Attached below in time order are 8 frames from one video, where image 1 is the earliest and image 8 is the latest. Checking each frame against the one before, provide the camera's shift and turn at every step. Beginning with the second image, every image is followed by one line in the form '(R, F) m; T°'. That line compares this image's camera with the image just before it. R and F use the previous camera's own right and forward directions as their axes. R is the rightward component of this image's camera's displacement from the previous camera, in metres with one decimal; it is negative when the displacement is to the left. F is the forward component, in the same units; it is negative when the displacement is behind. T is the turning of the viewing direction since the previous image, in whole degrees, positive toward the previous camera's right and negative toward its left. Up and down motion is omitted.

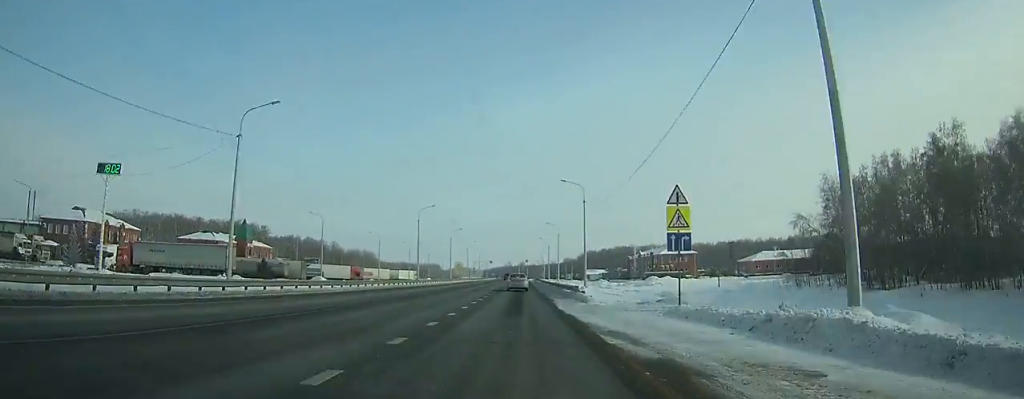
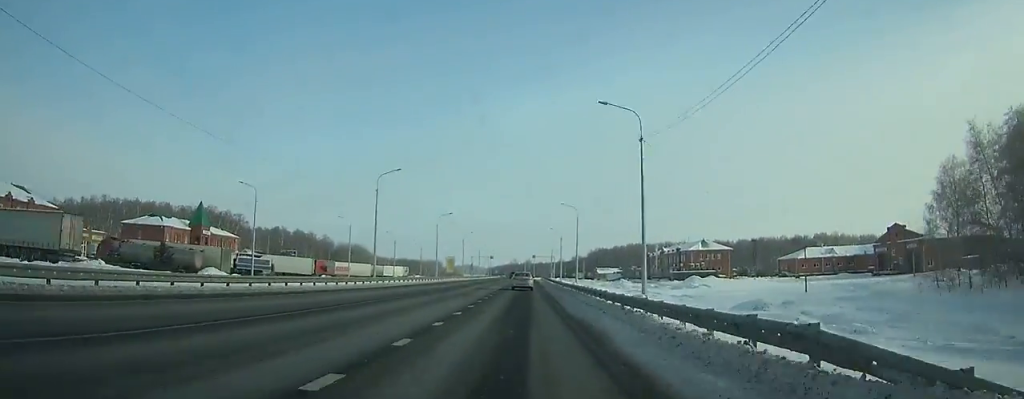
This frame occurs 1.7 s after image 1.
(-0.1, +26.4) m; 0°
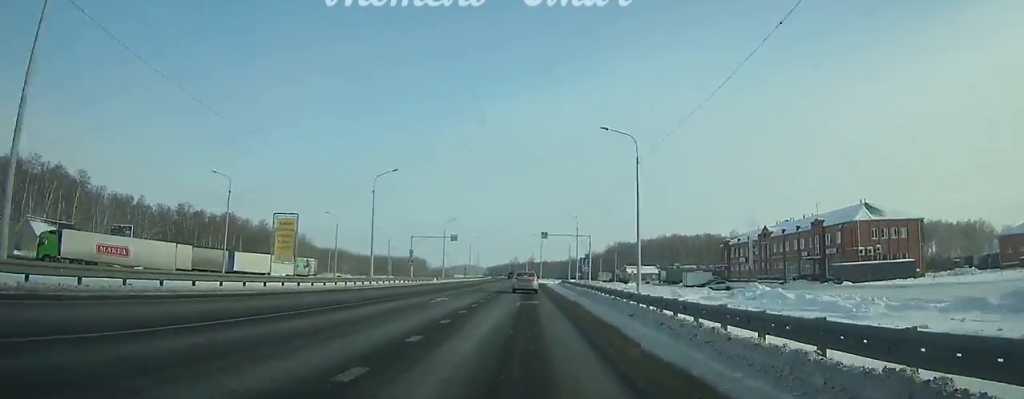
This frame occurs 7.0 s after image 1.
(-0.2, +74.2) m; 0°
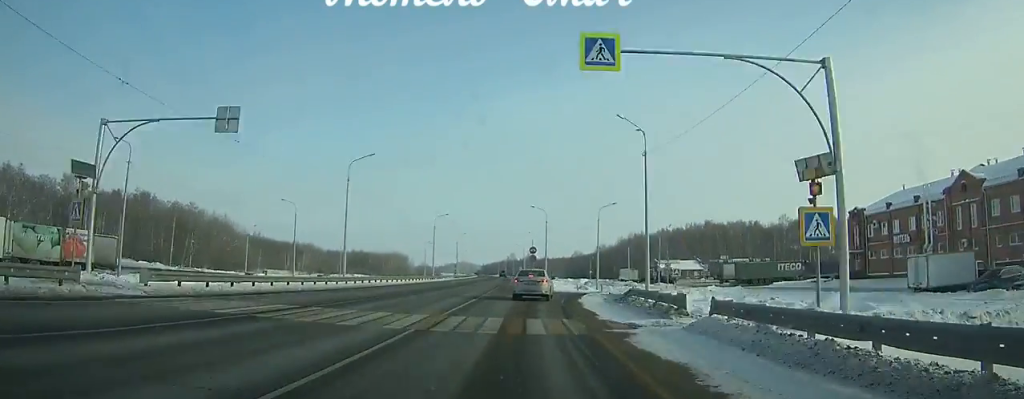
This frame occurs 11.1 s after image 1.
(+0.2, +48.8) m; +3°
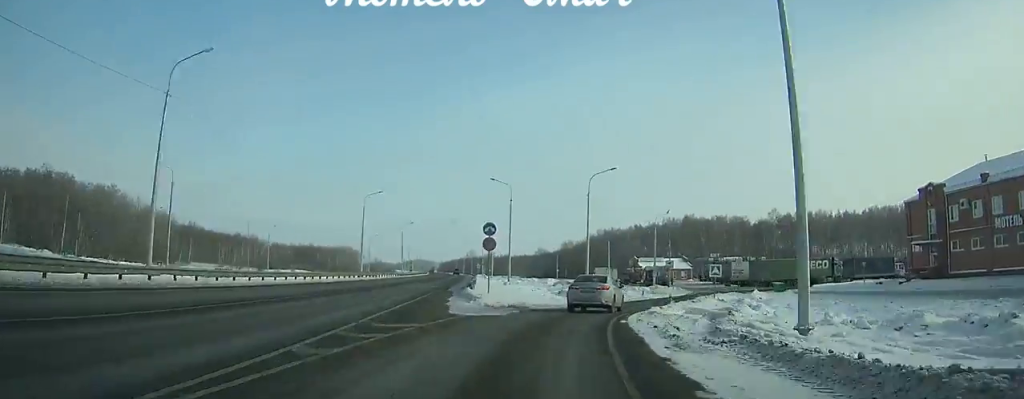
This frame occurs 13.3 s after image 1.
(+0.6, +22.4) m; +6°
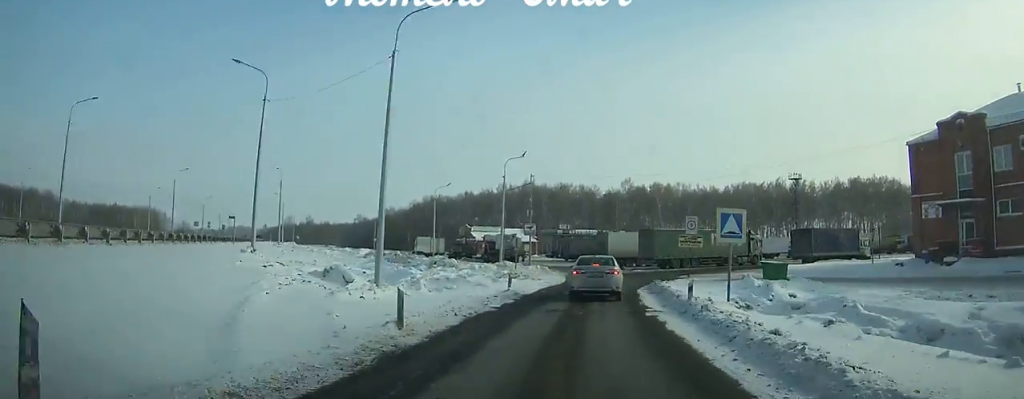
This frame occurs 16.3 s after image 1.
(+2.6, +25.8) m; +14°
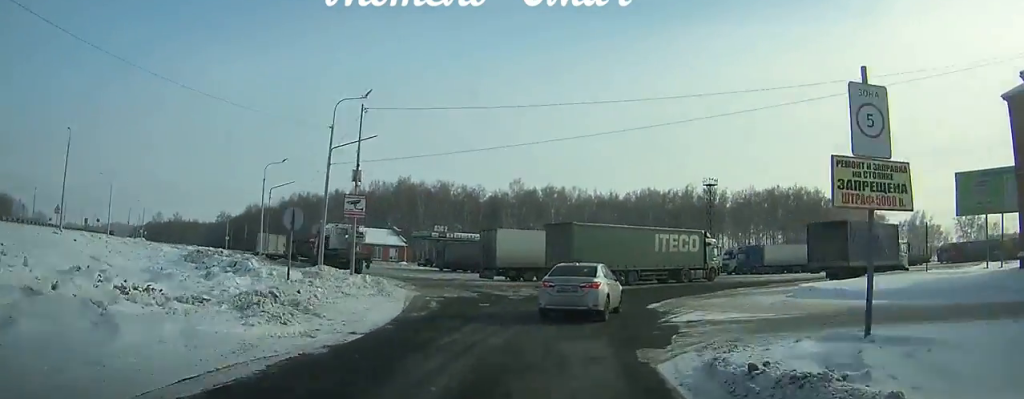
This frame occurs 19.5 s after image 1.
(+3.7, +22.5) m; +19°
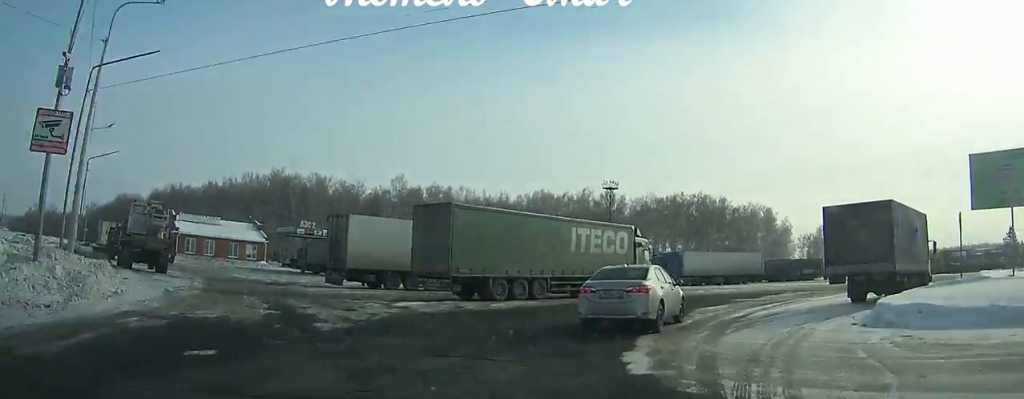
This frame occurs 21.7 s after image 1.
(+1.2, +13.8) m; +15°
